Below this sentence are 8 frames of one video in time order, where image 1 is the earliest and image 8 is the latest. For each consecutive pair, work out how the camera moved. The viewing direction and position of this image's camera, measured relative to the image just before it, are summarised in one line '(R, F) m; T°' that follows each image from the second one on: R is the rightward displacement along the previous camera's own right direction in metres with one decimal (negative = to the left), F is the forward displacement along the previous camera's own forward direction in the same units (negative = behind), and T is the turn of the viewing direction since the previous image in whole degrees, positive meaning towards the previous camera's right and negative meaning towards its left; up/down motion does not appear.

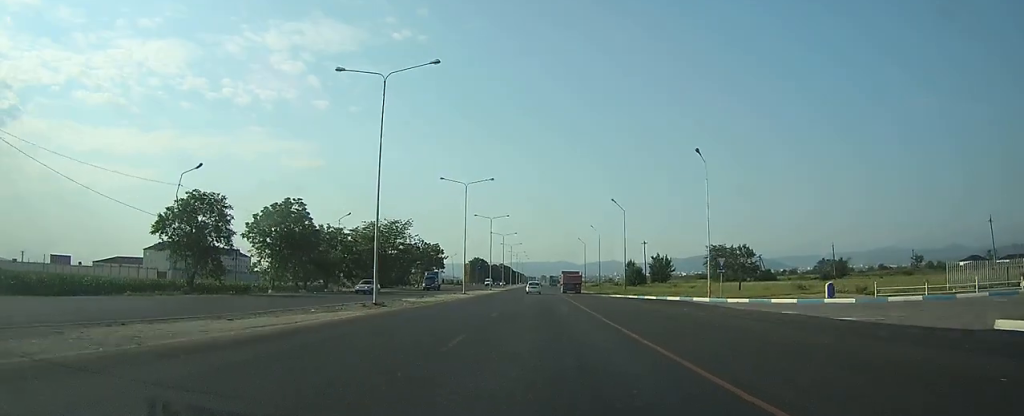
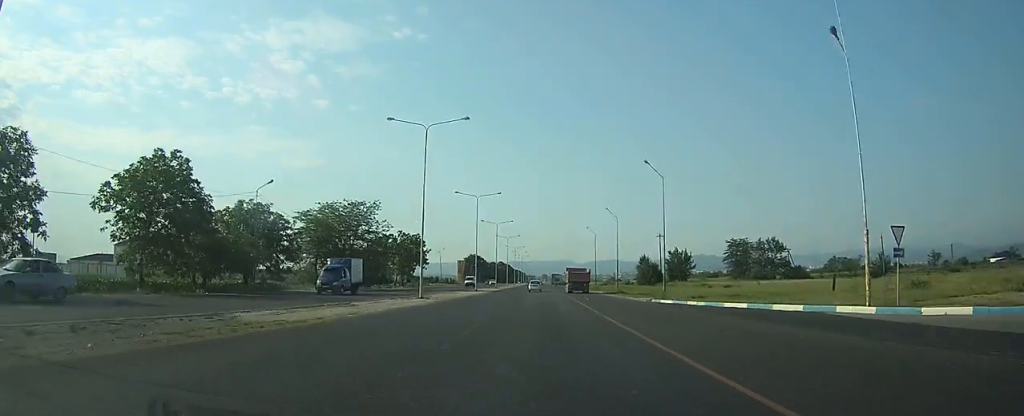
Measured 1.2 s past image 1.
(0.0, +21.9) m; 0°
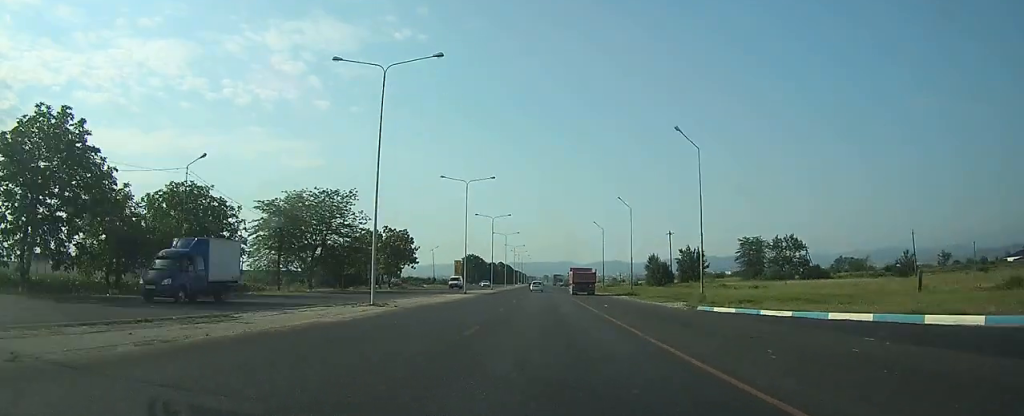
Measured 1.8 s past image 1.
(0.0, +11.1) m; 0°
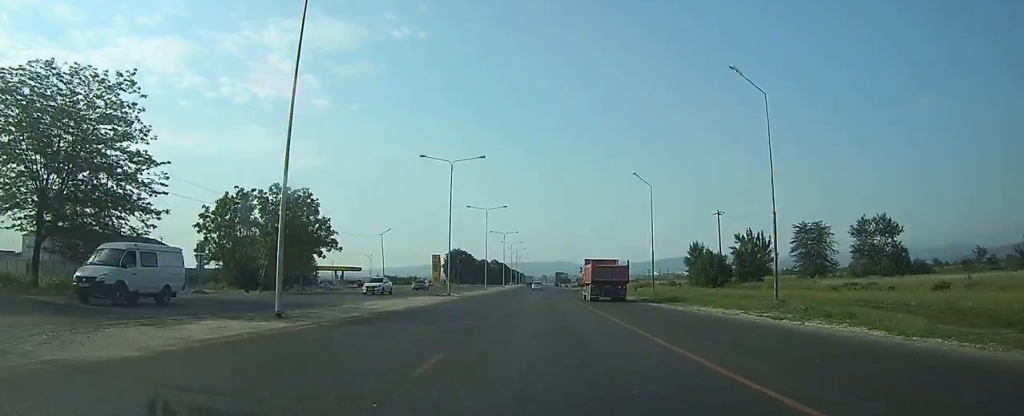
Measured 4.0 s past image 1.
(+0.1, +42.1) m; 0°
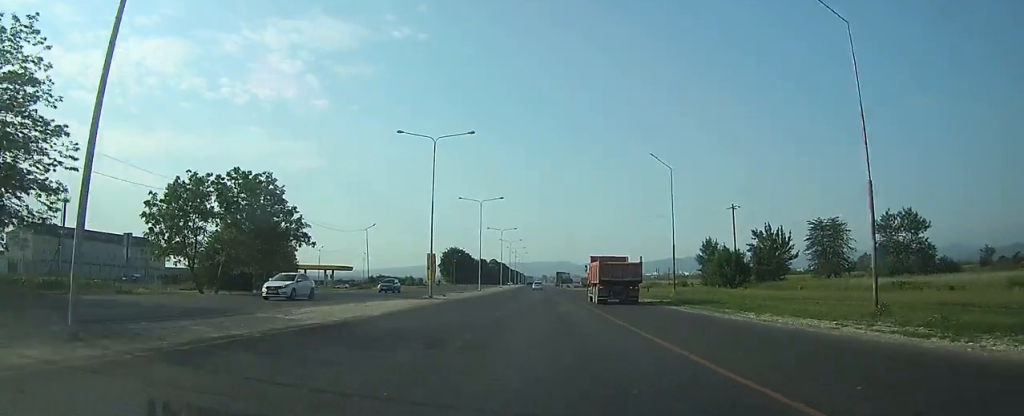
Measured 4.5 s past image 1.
(0.0, +8.3) m; 0°
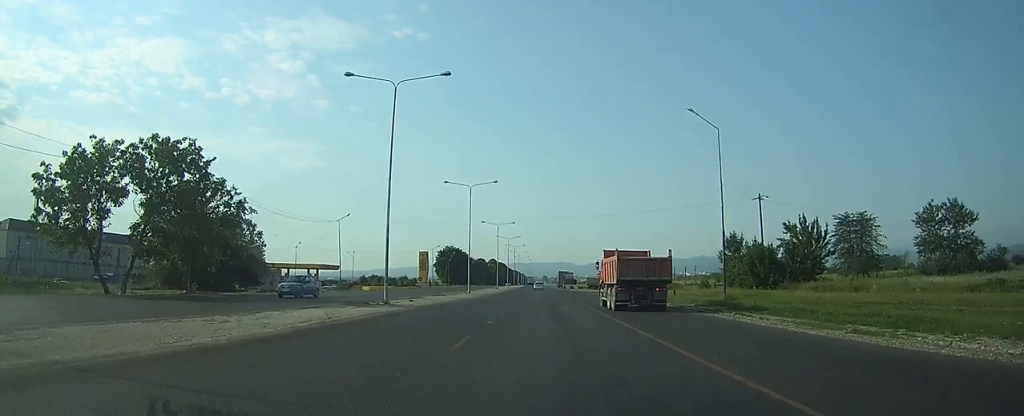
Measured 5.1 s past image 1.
(0.0, +12.1) m; 0°
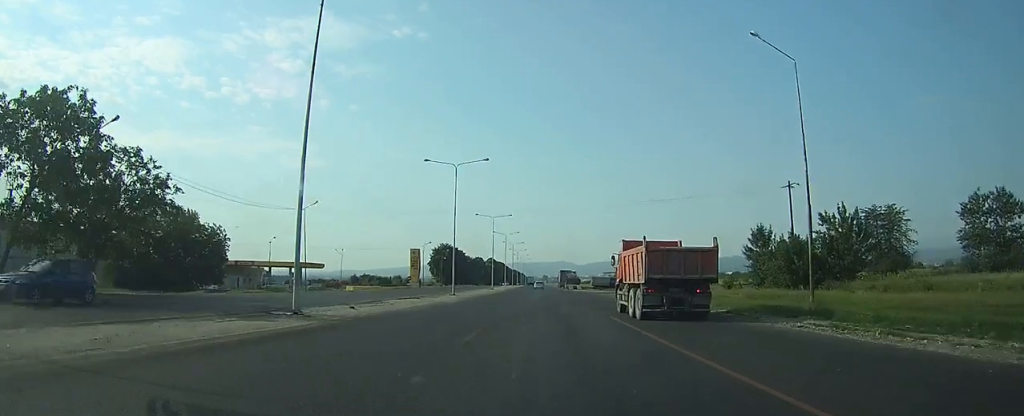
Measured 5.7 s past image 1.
(0.0, +10.9) m; 0°
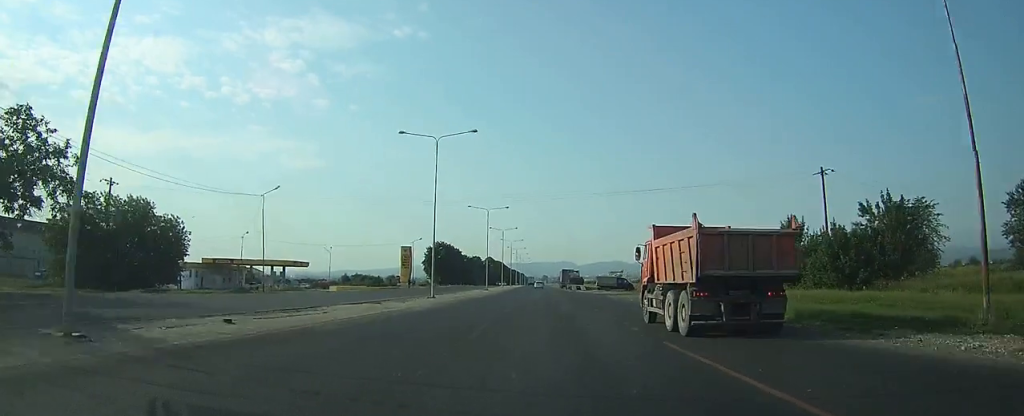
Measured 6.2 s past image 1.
(0.0, +9.6) m; 0°
